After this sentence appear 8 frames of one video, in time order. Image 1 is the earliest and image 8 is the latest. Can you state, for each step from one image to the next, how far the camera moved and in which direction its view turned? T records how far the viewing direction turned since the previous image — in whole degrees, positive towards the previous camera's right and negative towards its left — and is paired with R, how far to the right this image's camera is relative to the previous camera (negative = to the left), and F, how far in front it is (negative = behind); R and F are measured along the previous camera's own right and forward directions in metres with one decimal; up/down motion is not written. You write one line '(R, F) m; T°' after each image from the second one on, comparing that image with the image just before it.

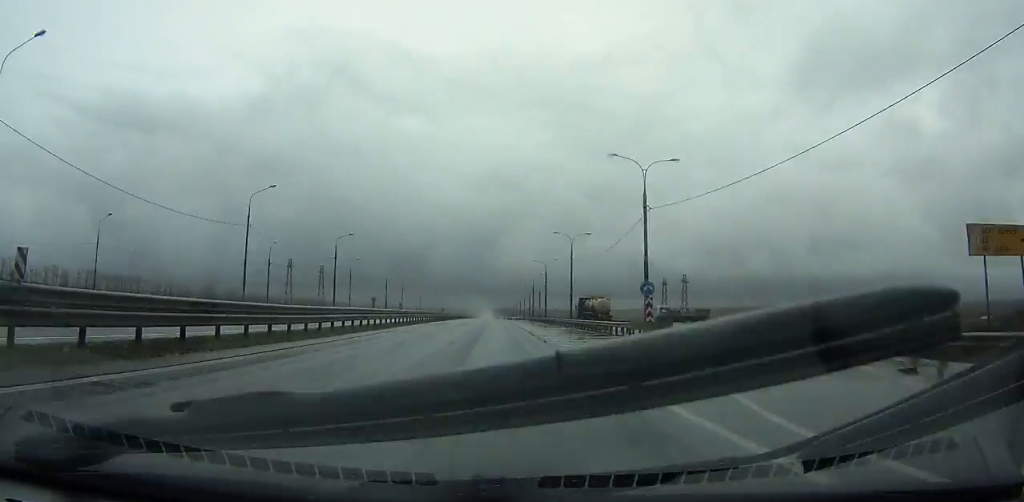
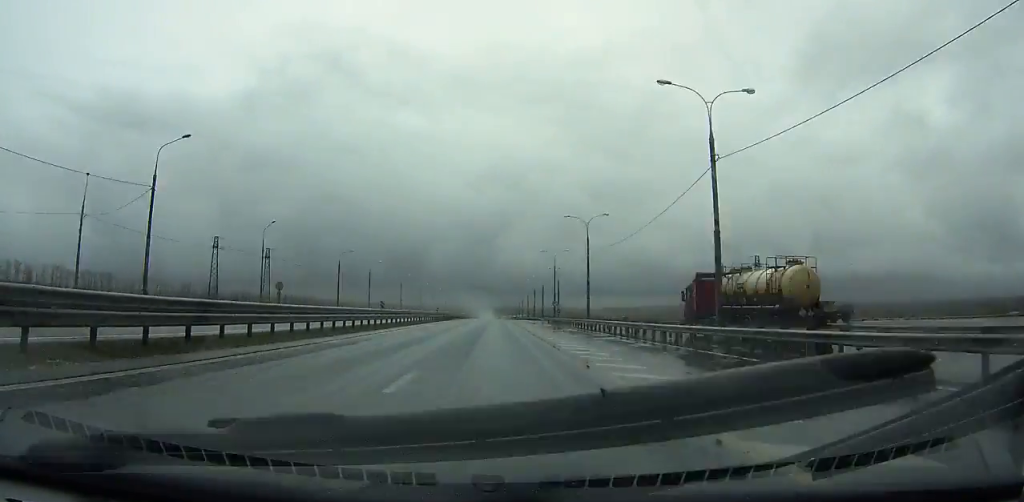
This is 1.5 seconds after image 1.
(+0.2, +47.2) m; 0°
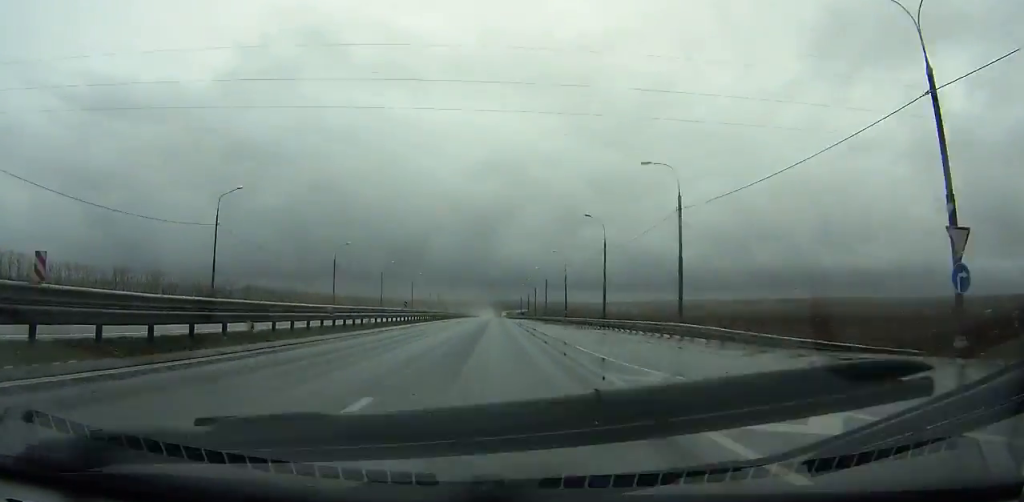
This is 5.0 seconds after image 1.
(-0.1, +110.2) m; 0°
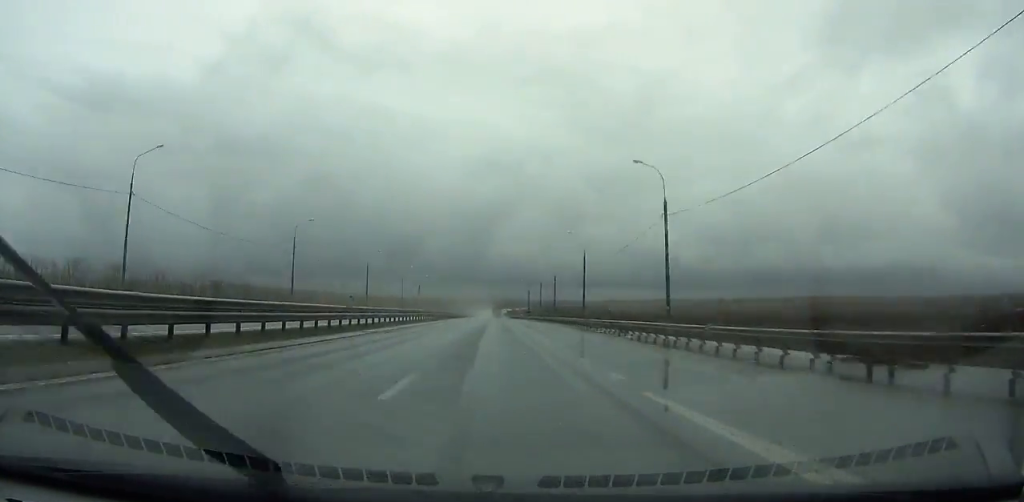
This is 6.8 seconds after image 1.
(0.0, +56.7) m; 0°
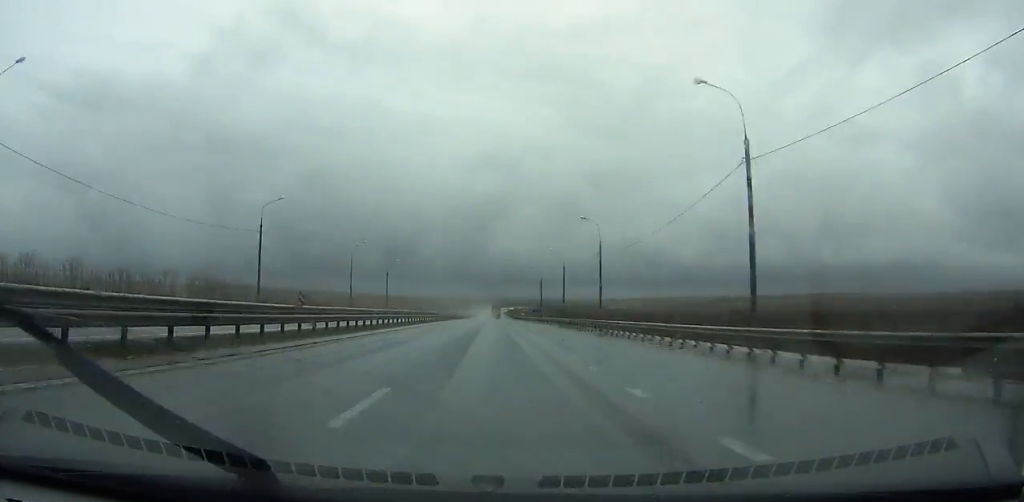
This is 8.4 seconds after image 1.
(0.0, +50.3) m; 0°
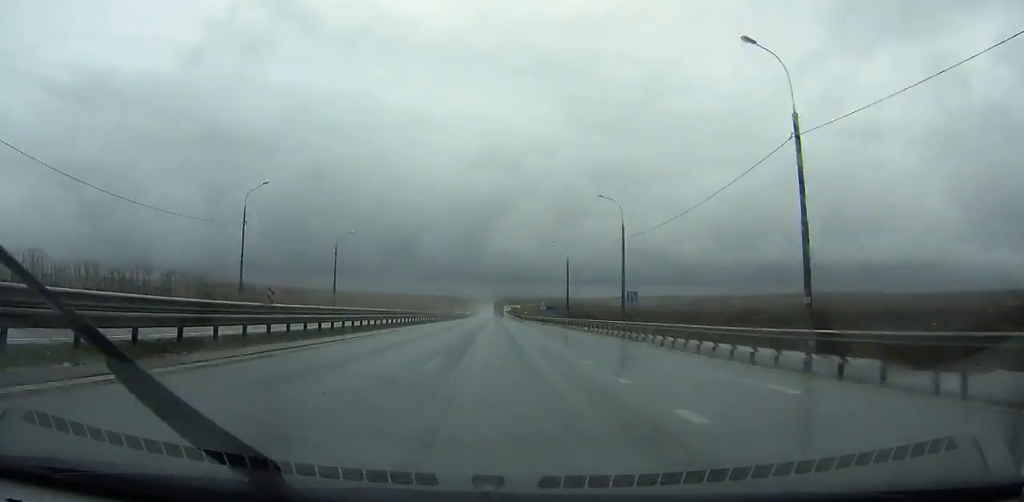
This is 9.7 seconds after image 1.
(-0.1, +40.8) m; 0°
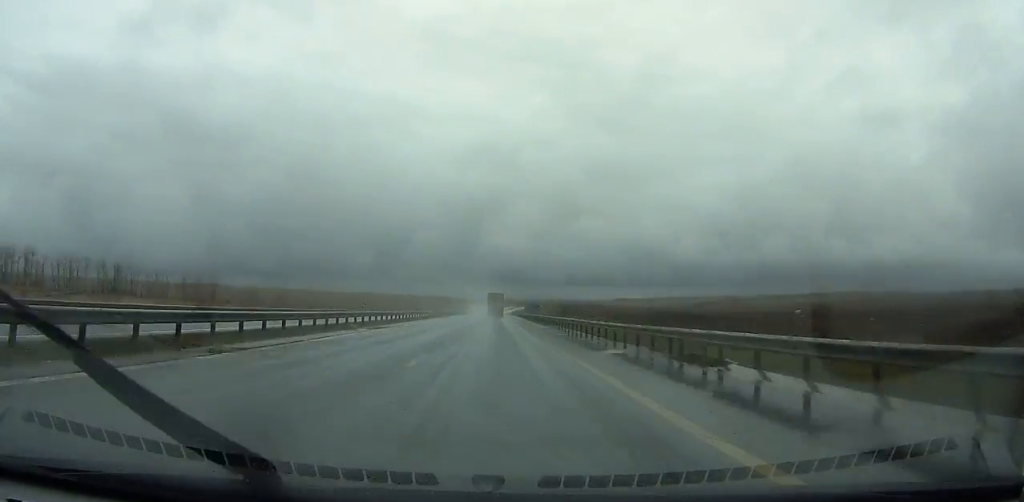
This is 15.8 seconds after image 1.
(-0.2, +190.8) m; 0°
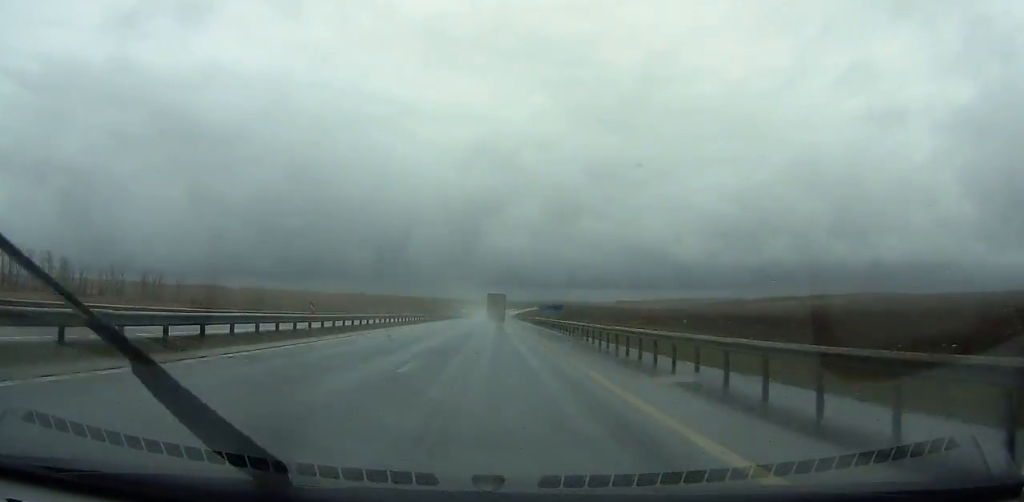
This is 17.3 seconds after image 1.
(-0.1, +46.8) m; 0°
